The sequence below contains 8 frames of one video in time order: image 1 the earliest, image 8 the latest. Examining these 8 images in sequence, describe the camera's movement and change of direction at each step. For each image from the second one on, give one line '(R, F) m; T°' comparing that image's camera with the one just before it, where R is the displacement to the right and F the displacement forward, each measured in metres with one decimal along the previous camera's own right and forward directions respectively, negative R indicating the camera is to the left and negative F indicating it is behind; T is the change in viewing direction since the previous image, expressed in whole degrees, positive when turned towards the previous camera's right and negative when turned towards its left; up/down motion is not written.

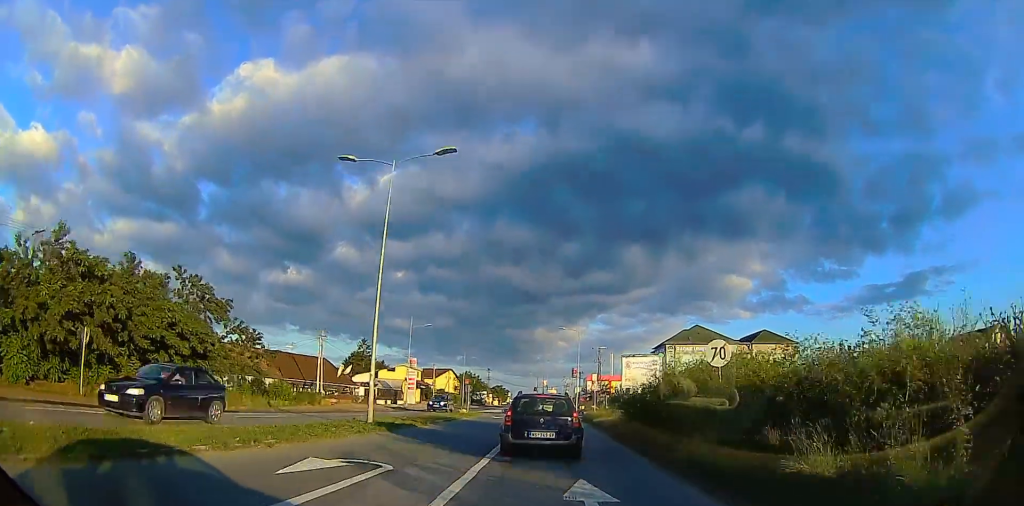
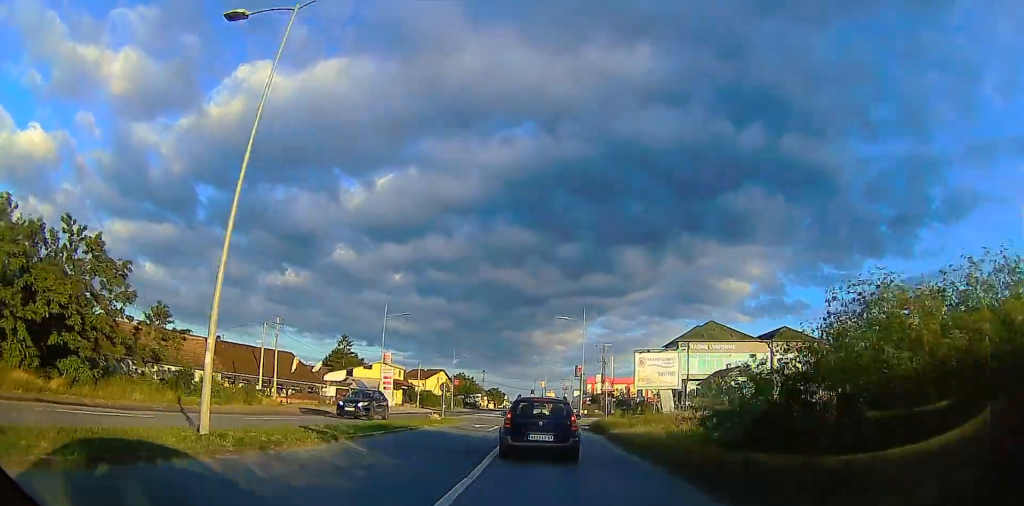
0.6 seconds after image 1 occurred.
(-0.2, +9.7) m; -1°
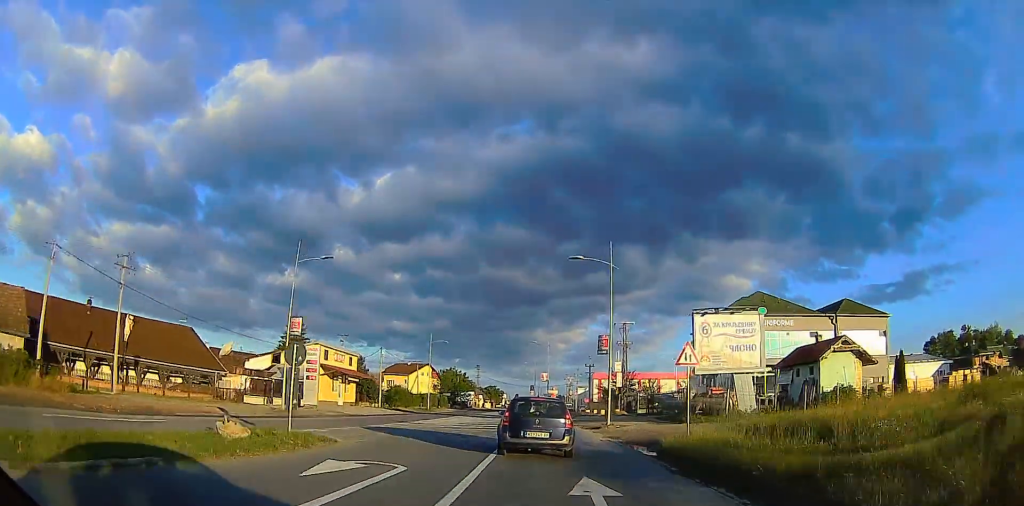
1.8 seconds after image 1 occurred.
(+0.6, +20.3) m; +2°
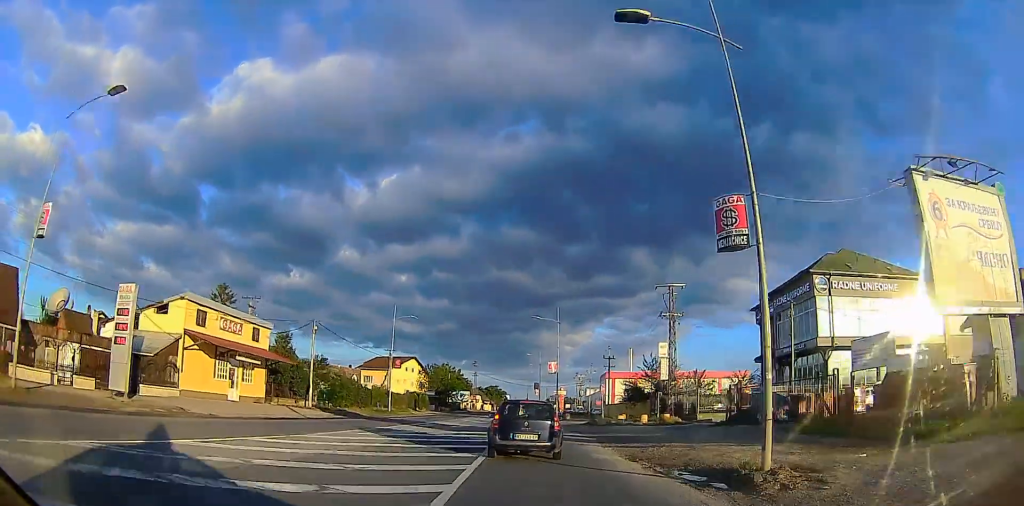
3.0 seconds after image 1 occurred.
(0.0, +20.6) m; -2°
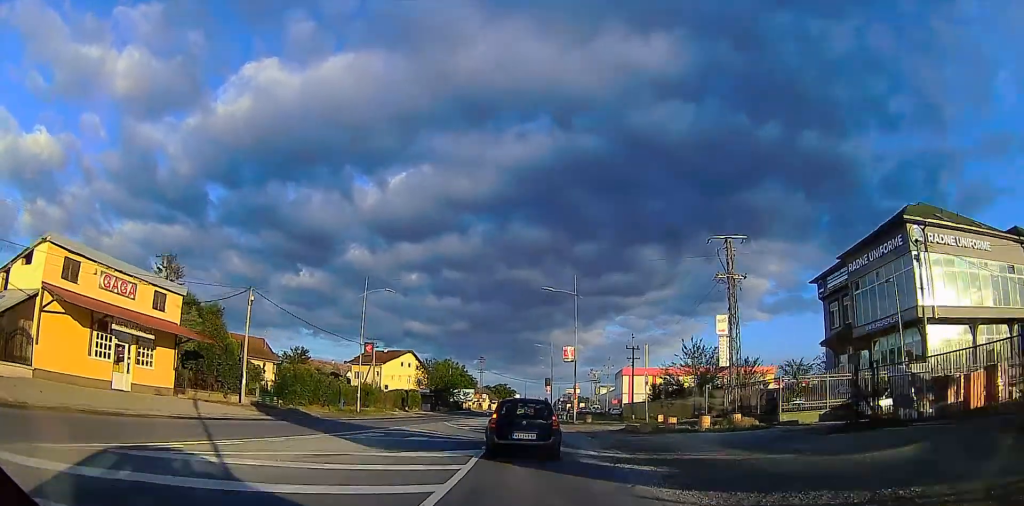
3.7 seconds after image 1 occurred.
(-0.2, +11.5) m; -1°
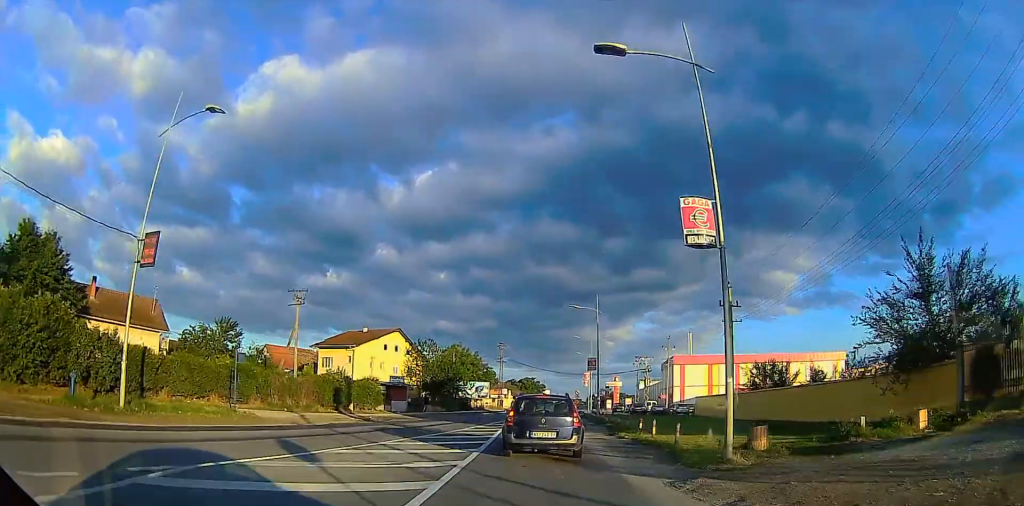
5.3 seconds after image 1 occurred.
(-0.3, +26.1) m; 0°
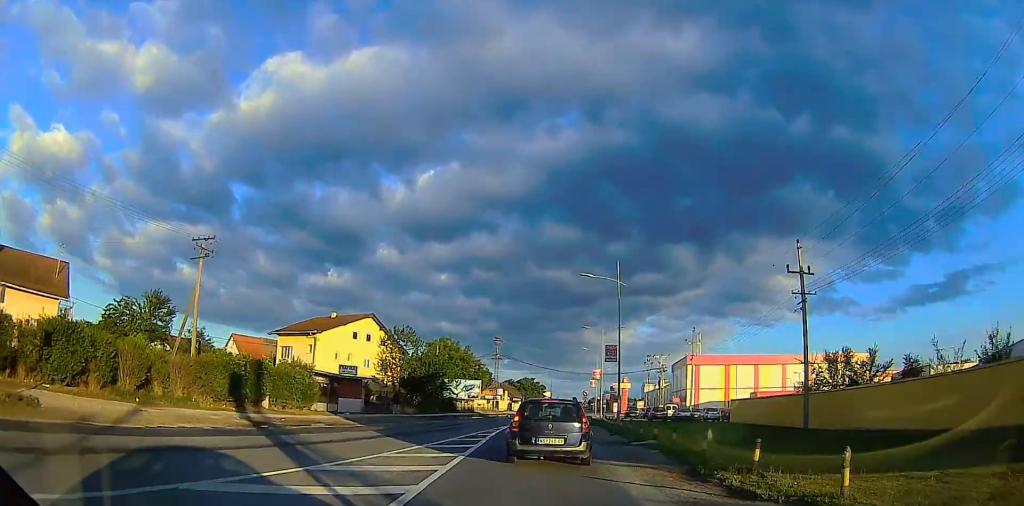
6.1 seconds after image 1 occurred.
(0.0, +11.4) m; +1°
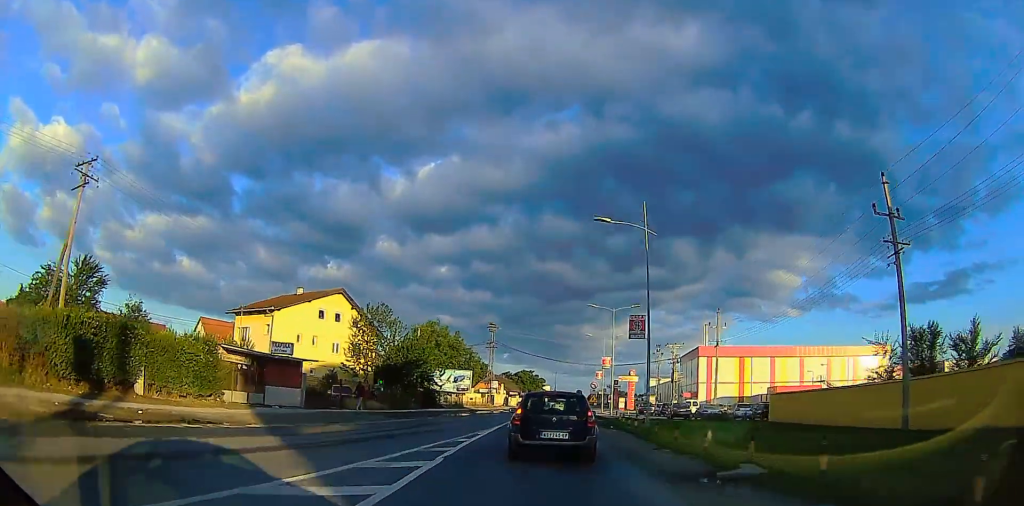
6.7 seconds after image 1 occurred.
(+0.1, +8.9) m; -1°
